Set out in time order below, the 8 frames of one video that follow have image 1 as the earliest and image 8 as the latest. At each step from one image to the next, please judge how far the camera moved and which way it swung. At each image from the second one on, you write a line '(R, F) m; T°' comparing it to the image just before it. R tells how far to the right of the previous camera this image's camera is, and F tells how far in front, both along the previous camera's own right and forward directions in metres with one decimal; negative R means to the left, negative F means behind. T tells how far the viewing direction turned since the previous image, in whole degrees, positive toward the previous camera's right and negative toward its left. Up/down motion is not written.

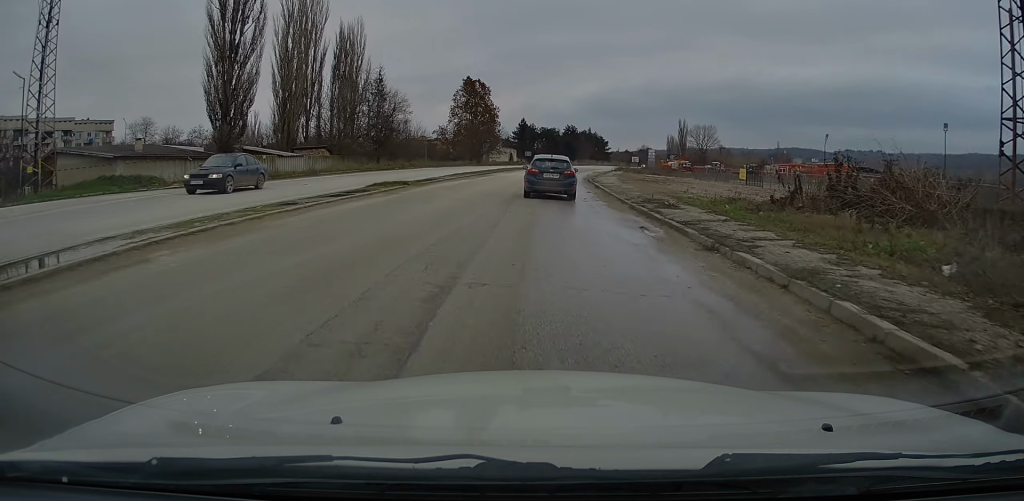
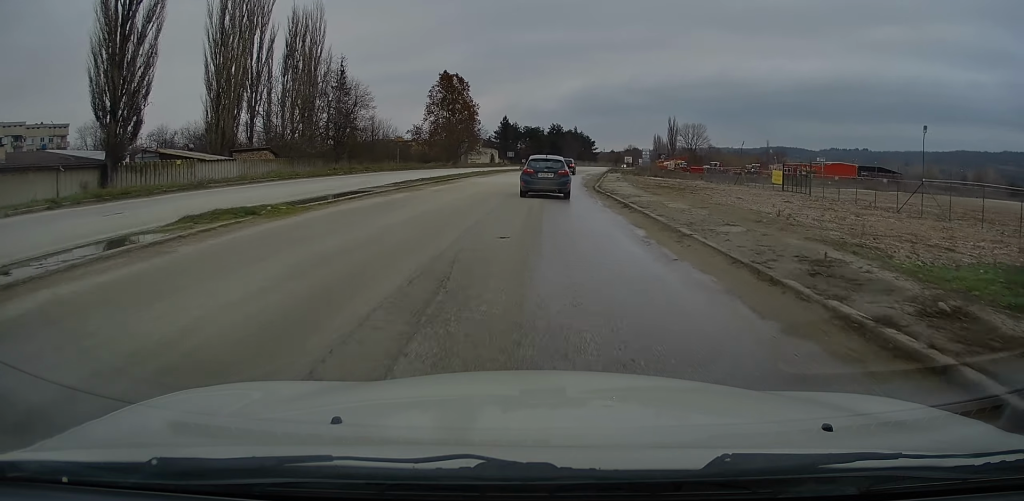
(0.0, +13.3) m; 0°
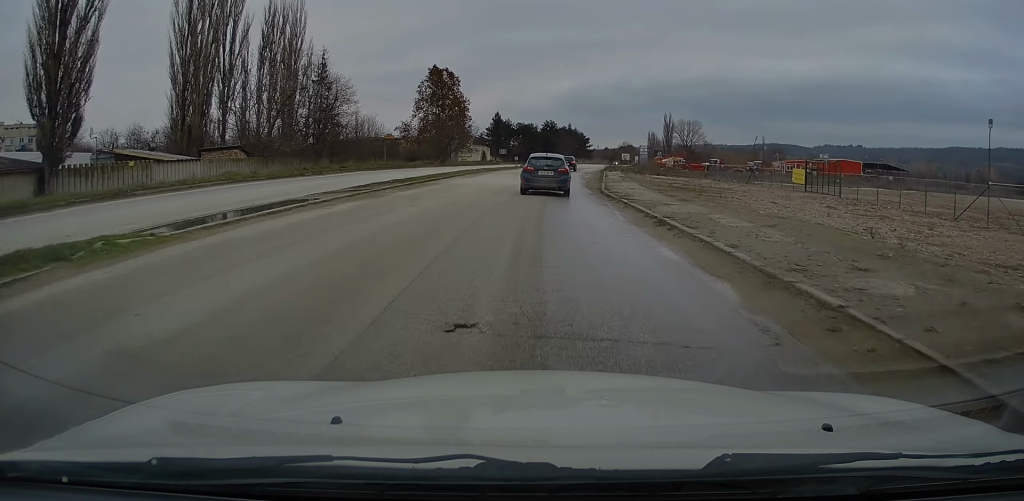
(0.0, +5.6) m; 0°
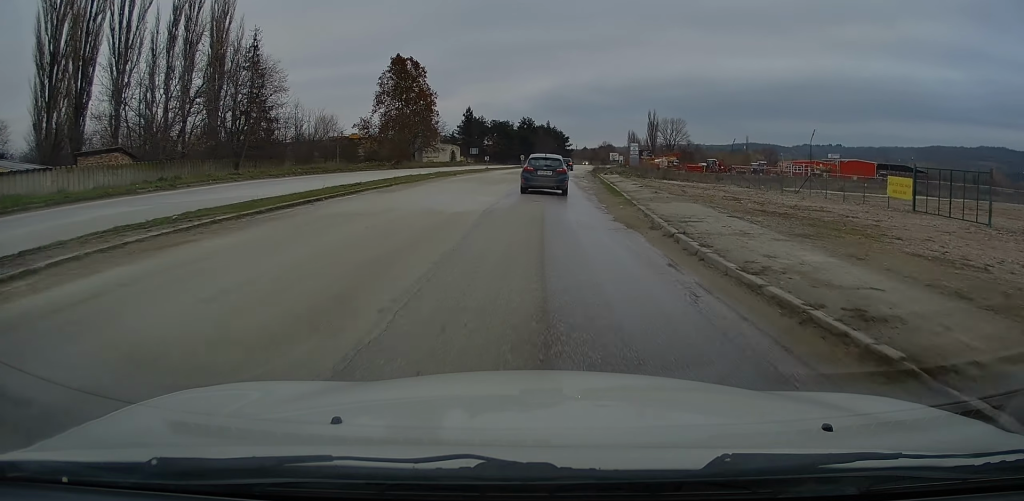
(0.0, +16.4) m; +1°
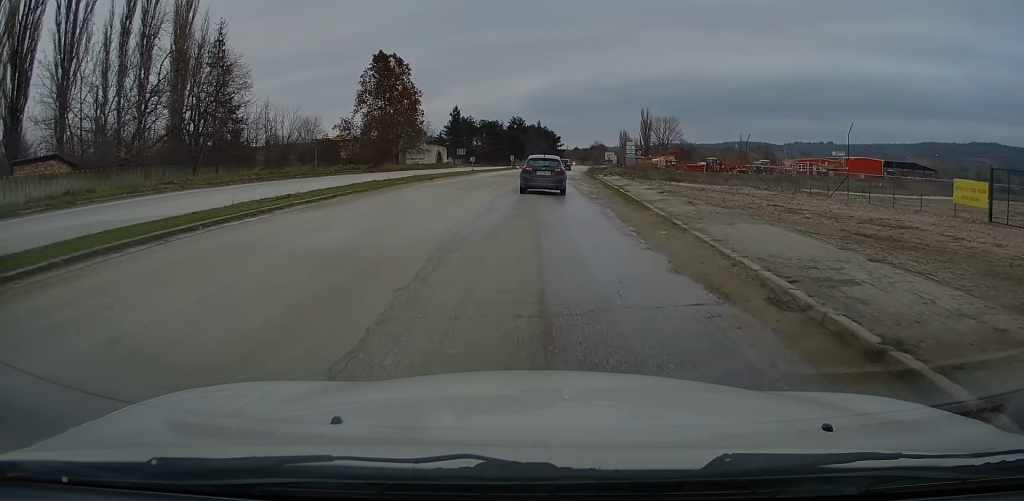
(-0.1, +6.5) m; +1°
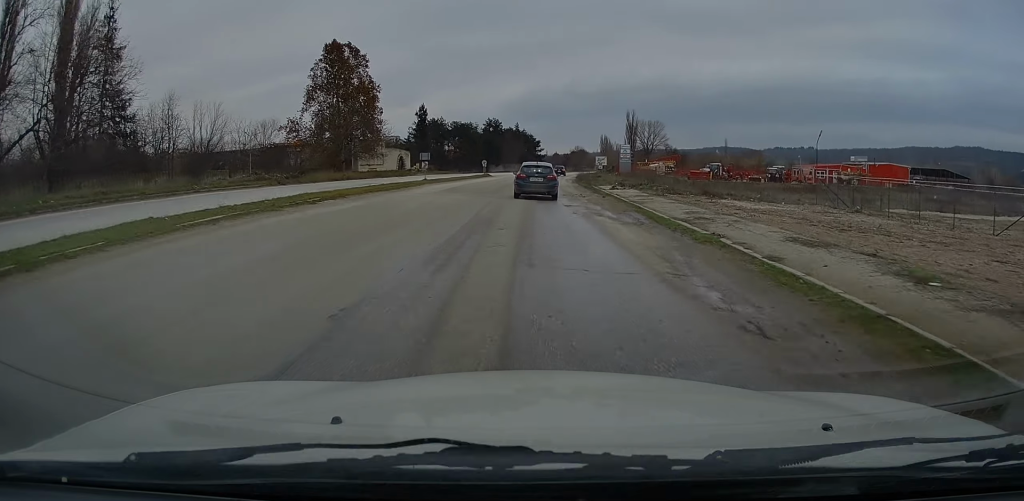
(+0.8, +17.1) m; +4°
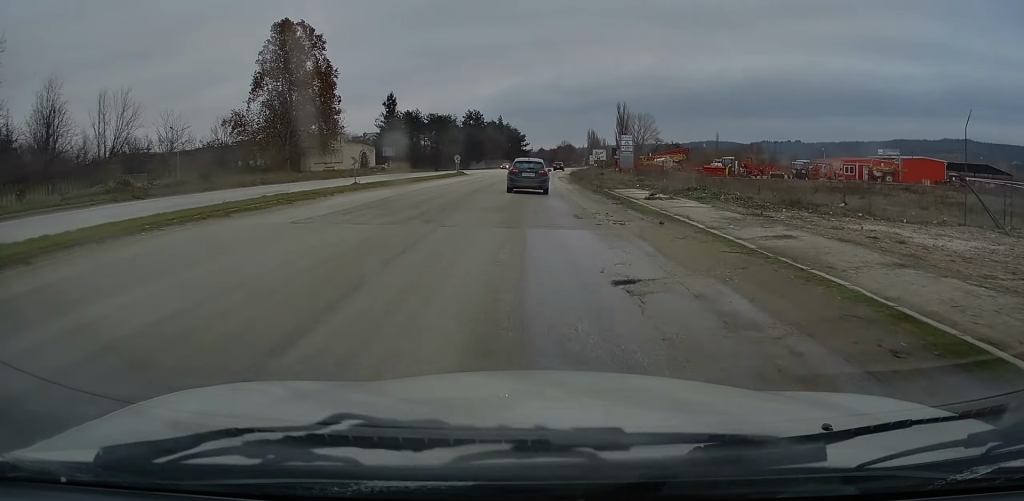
(+0.3, +15.1) m; +1°
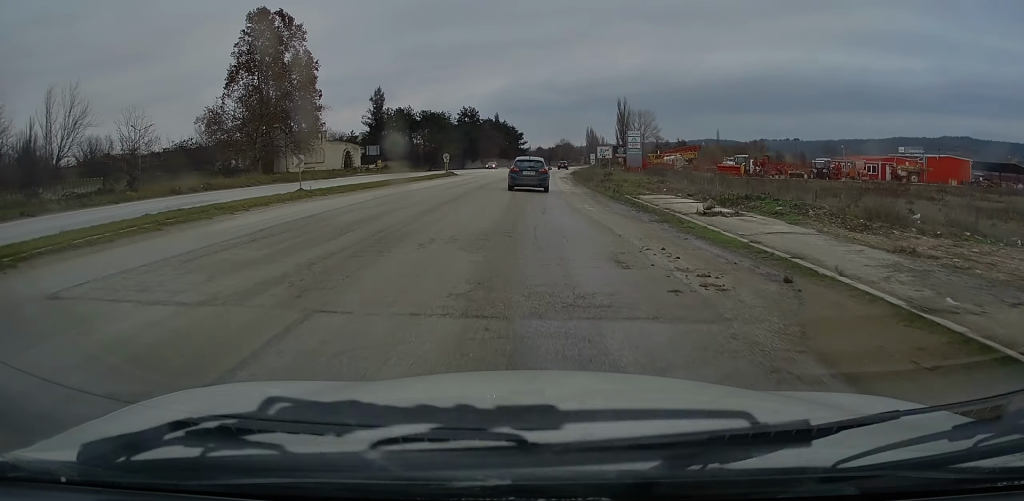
(0.0, +7.2) m; 0°
